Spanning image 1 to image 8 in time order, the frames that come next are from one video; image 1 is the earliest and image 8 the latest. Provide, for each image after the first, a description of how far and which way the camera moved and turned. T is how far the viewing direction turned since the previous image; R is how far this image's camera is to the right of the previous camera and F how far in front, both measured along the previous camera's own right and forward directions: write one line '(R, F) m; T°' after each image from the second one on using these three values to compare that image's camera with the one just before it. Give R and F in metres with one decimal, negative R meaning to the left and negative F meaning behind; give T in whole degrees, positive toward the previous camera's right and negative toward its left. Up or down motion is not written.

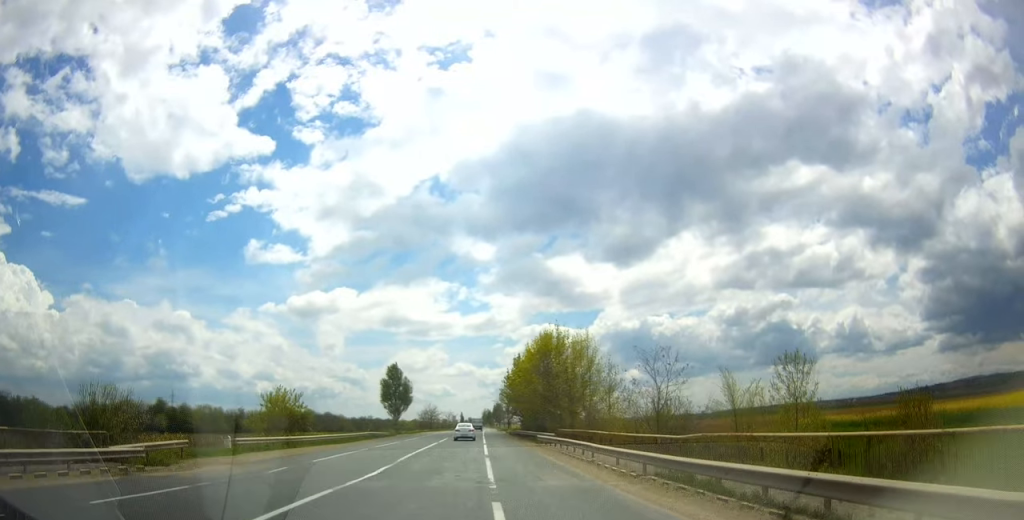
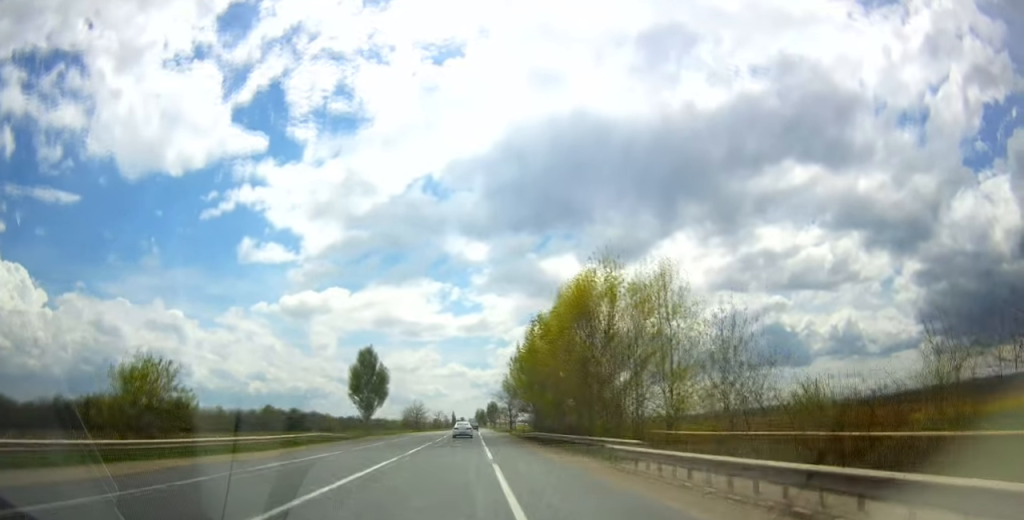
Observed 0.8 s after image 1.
(-0.1, +21.1) m; 0°
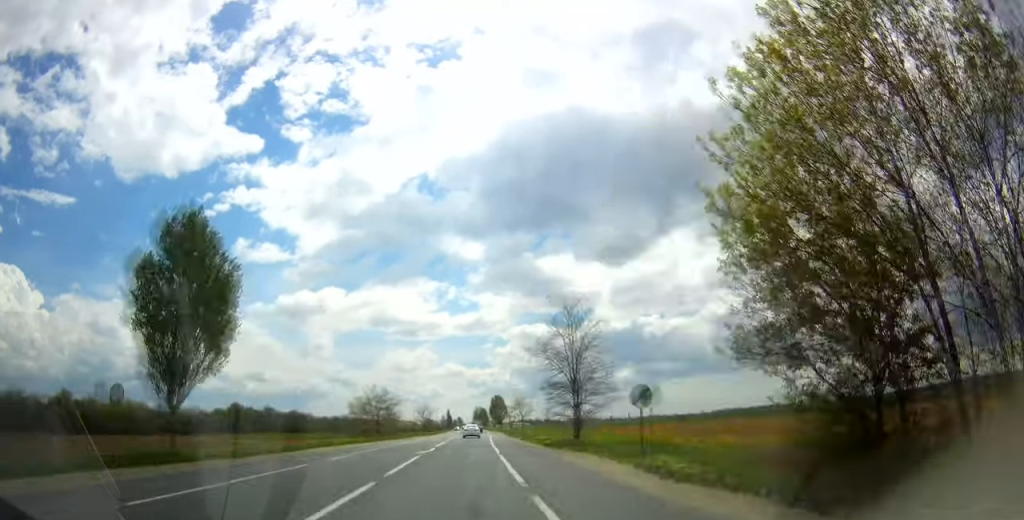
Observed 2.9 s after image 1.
(+0.4, +52.1) m; +1°
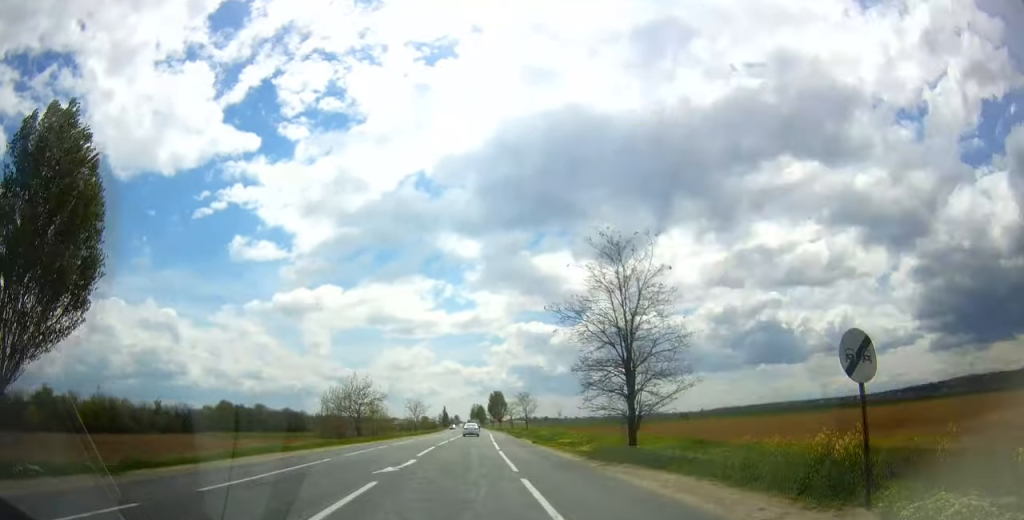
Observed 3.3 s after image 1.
(-0.1, +11.3) m; 0°
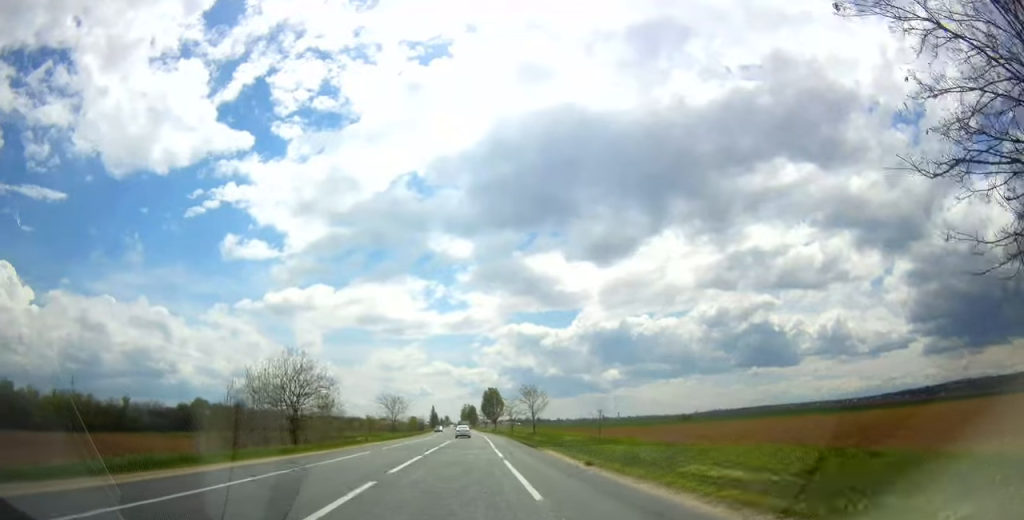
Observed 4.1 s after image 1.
(+0.3, +20.8) m; +1°
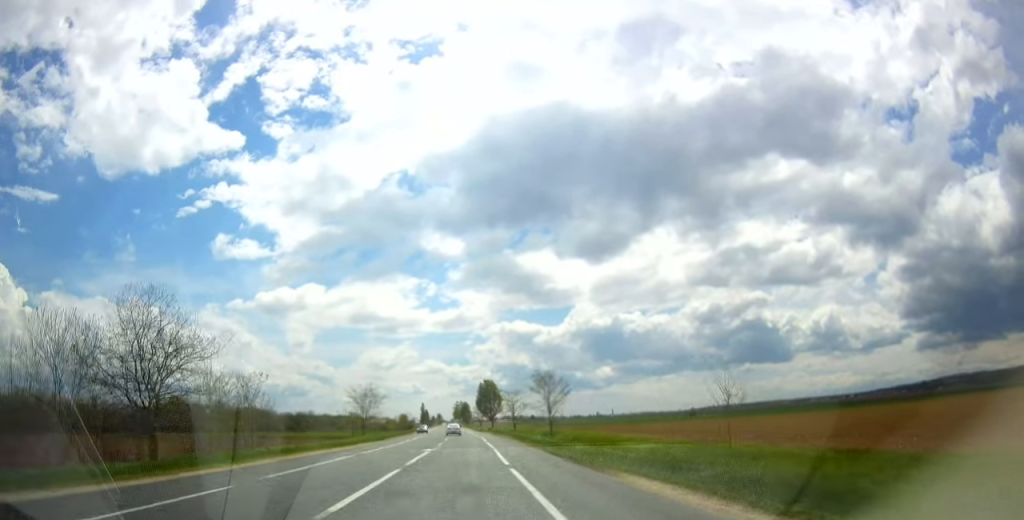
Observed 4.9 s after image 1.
(+0.2, +19.9) m; +1°
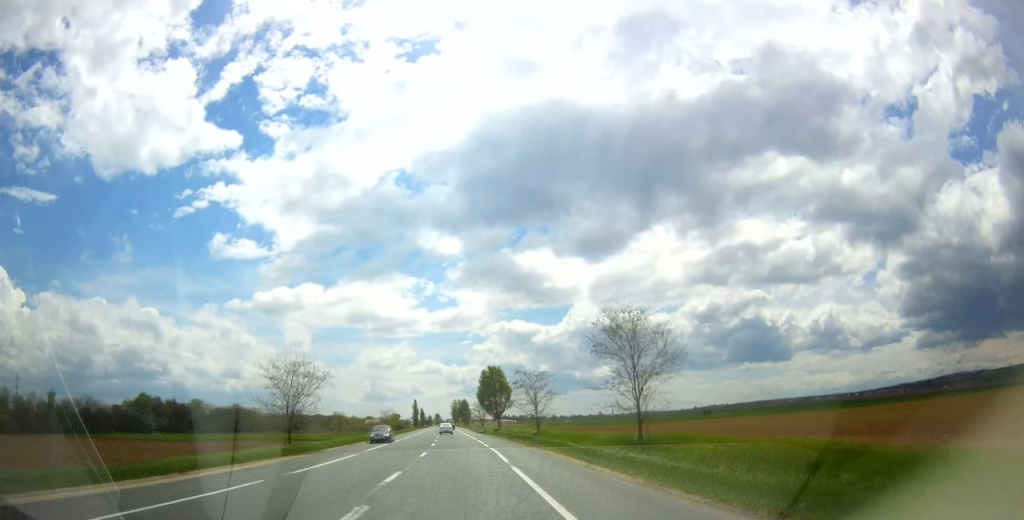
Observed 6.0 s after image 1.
(+0.3, +28.3) m; +1°
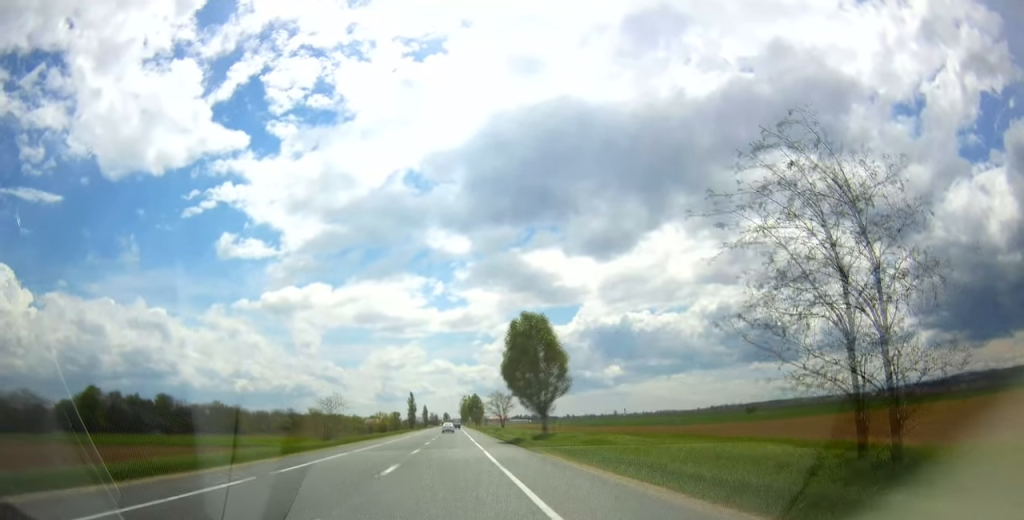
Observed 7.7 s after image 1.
(-0.4, +45.4) m; -1°
